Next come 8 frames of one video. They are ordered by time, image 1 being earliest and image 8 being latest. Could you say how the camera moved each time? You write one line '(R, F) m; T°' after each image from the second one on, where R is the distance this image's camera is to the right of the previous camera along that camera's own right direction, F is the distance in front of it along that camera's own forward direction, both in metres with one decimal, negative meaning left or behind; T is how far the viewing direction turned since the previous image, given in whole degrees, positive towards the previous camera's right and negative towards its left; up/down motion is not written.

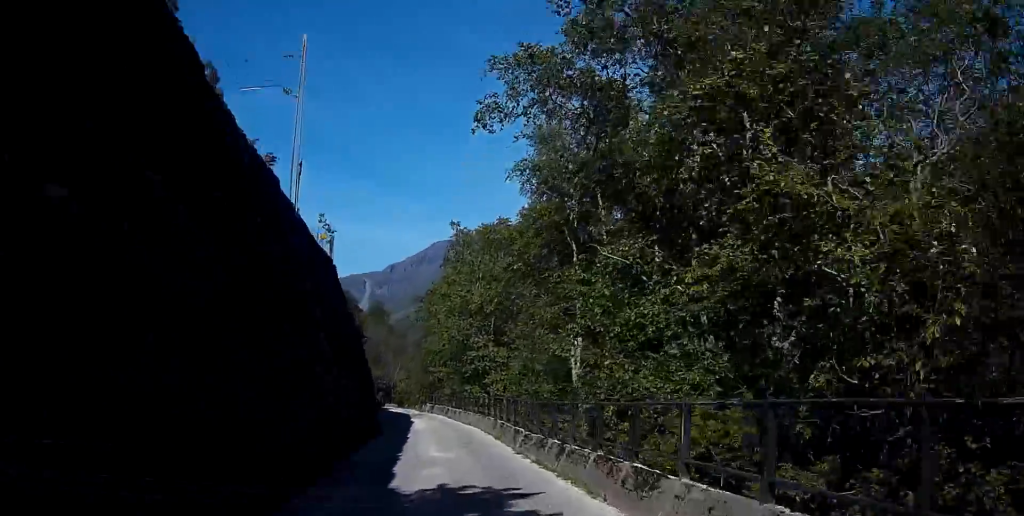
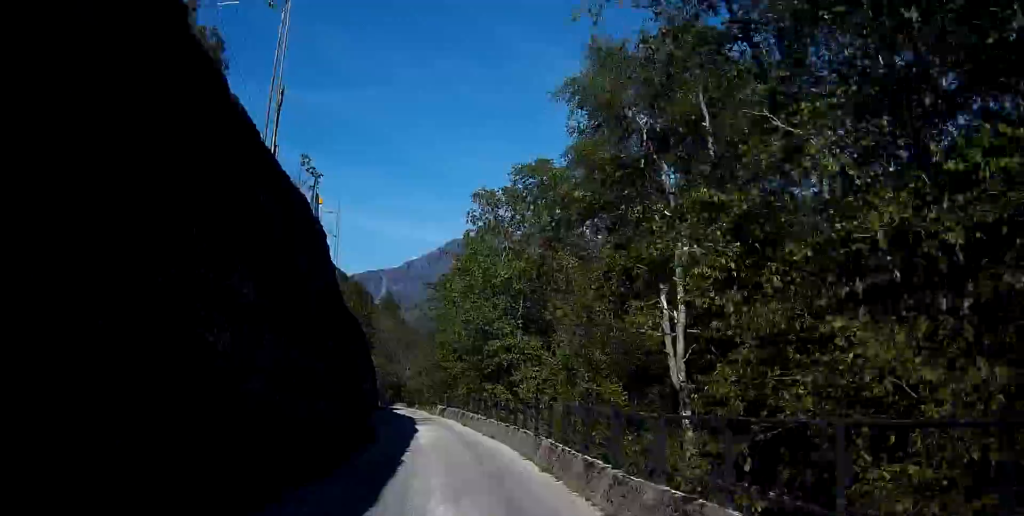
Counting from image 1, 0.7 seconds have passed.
(0.0, +7.1) m; 0°
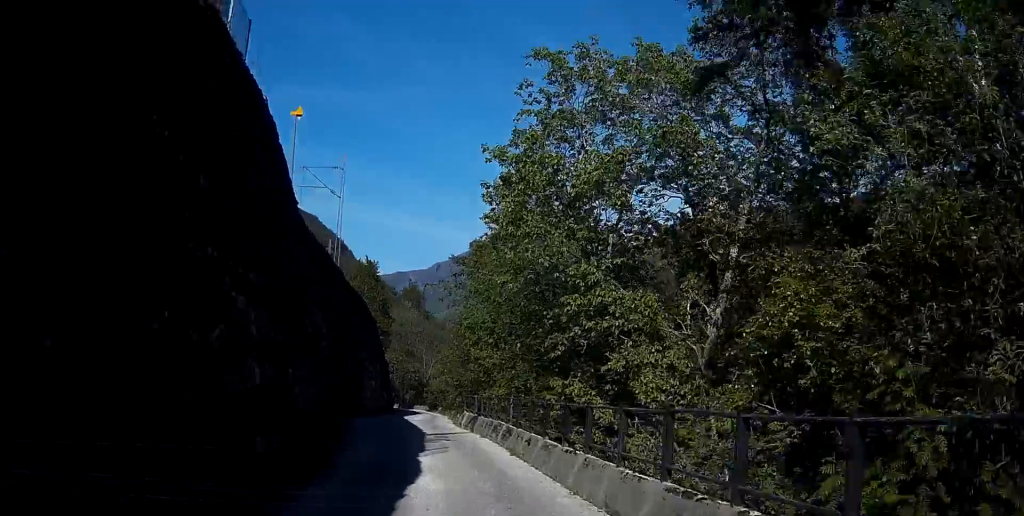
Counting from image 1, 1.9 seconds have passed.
(0.0, +11.9) m; 0°
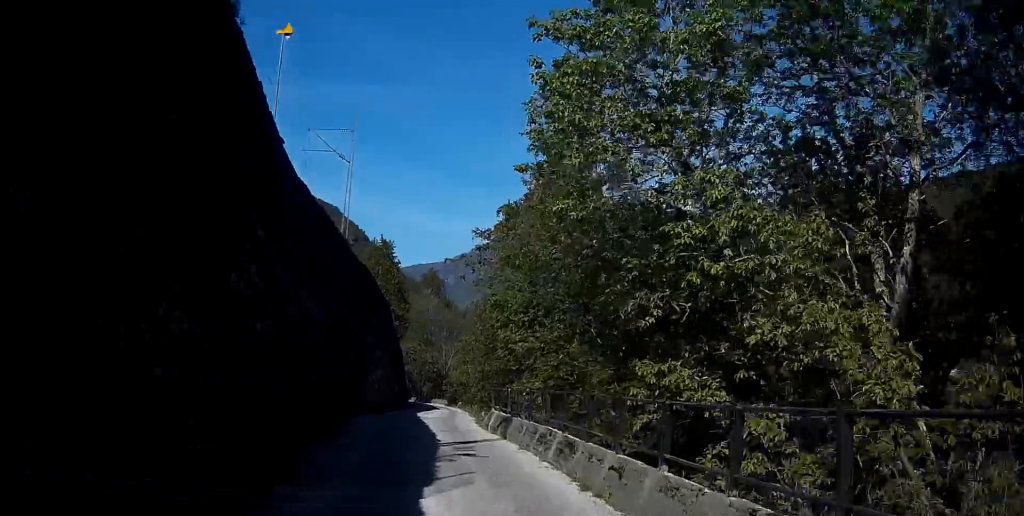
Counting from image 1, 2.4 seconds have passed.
(0.0, +5.4) m; 0°
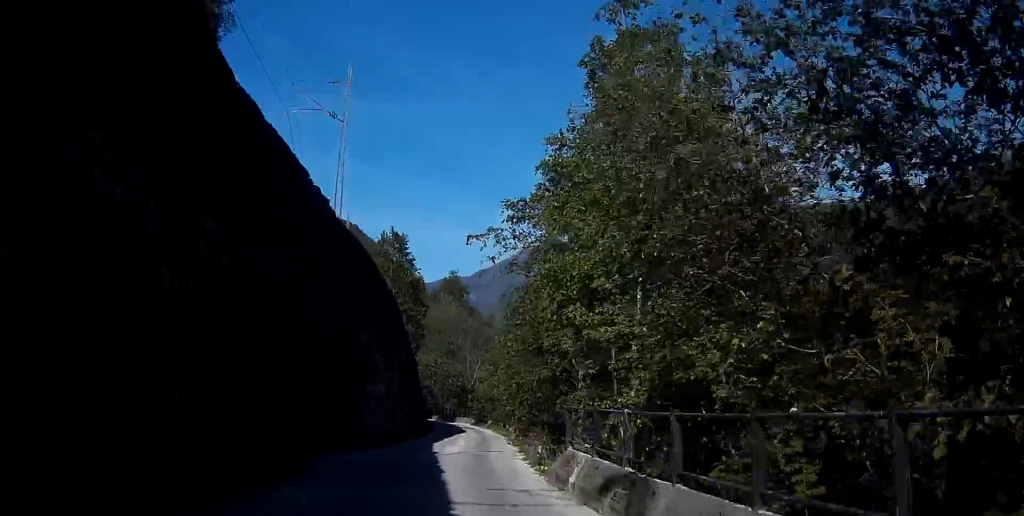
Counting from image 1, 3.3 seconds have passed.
(0.0, +9.2) m; 0°
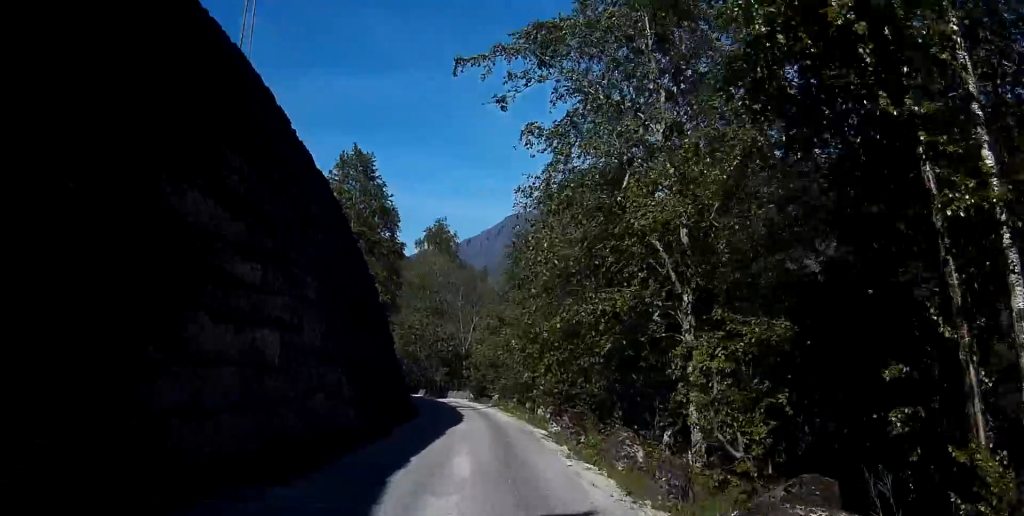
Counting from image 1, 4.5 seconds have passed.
(0.0, +13.3) m; 0°
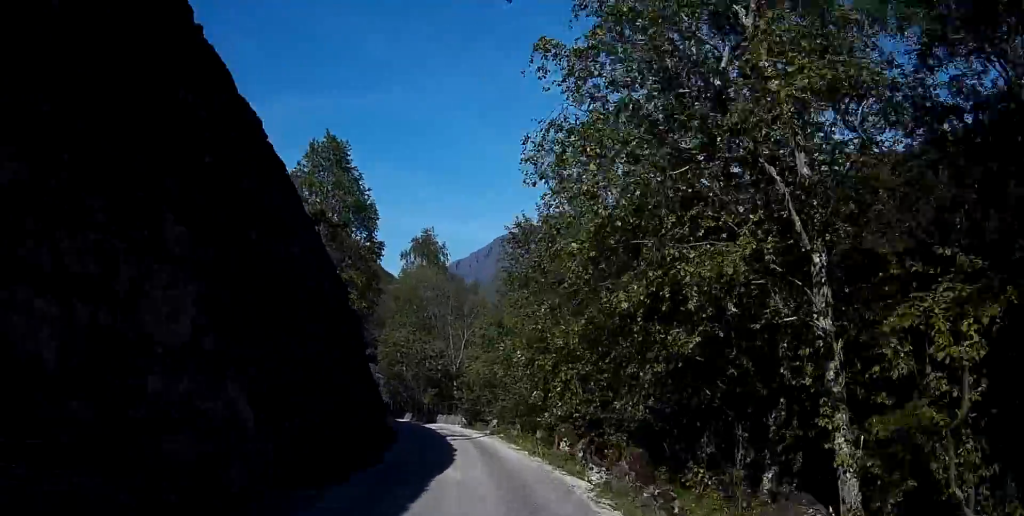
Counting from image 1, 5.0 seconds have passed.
(0.0, +5.5) m; 0°
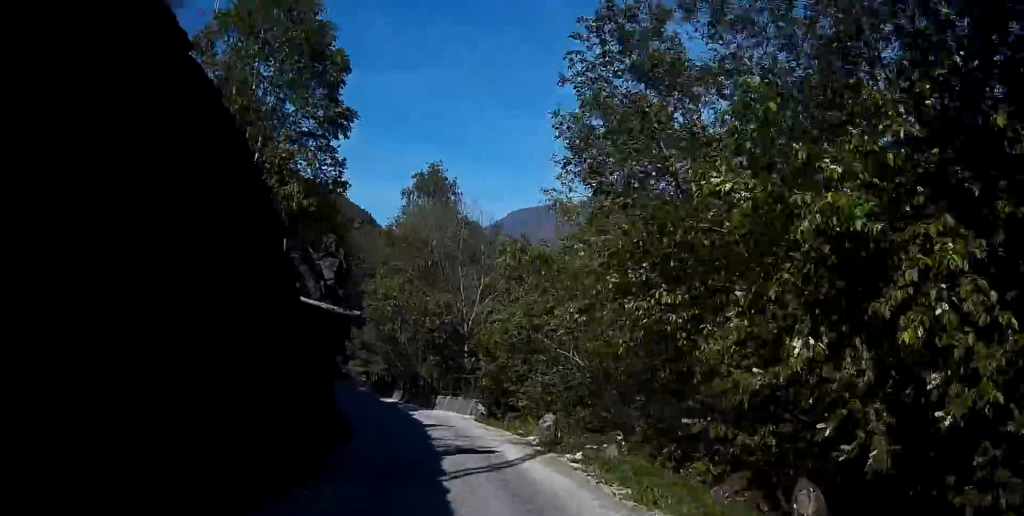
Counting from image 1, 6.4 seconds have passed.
(0.0, +14.4) m; 0°
